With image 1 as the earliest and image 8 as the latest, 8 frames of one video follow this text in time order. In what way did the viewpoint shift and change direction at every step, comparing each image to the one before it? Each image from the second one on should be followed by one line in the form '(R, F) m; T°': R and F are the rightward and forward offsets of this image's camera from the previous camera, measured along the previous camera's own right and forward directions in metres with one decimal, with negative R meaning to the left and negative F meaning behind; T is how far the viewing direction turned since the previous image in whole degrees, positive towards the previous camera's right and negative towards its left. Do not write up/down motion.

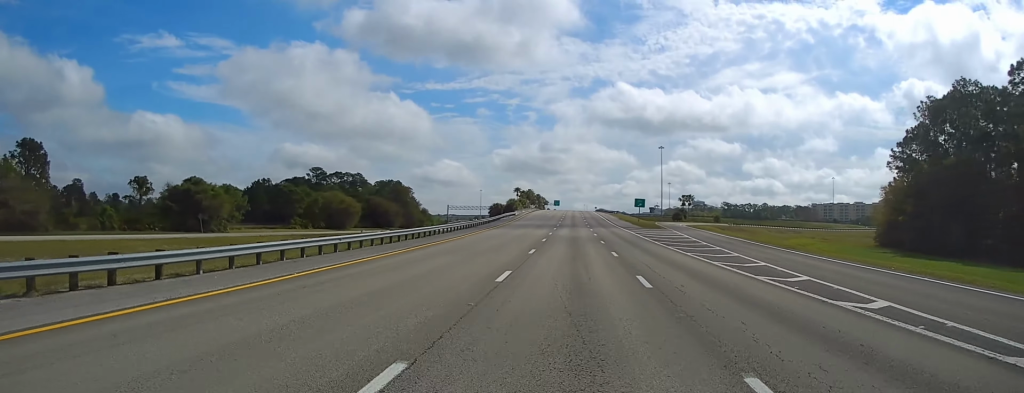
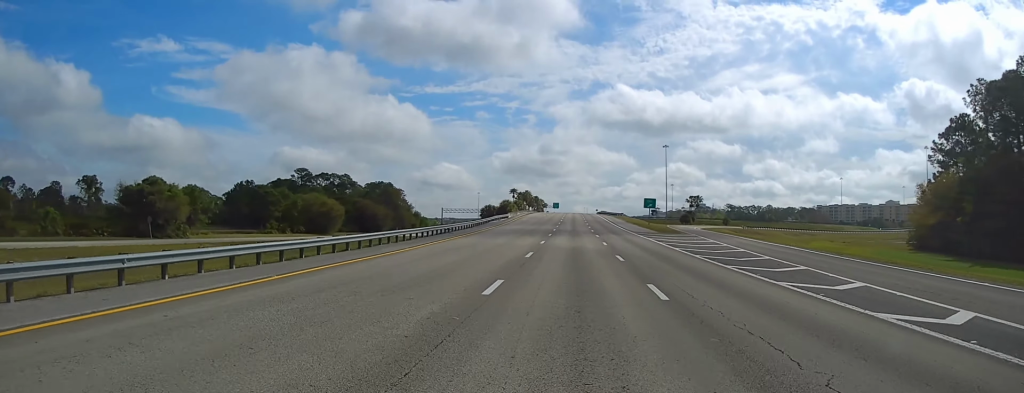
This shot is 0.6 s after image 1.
(-0.1, +14.7) m; 0°
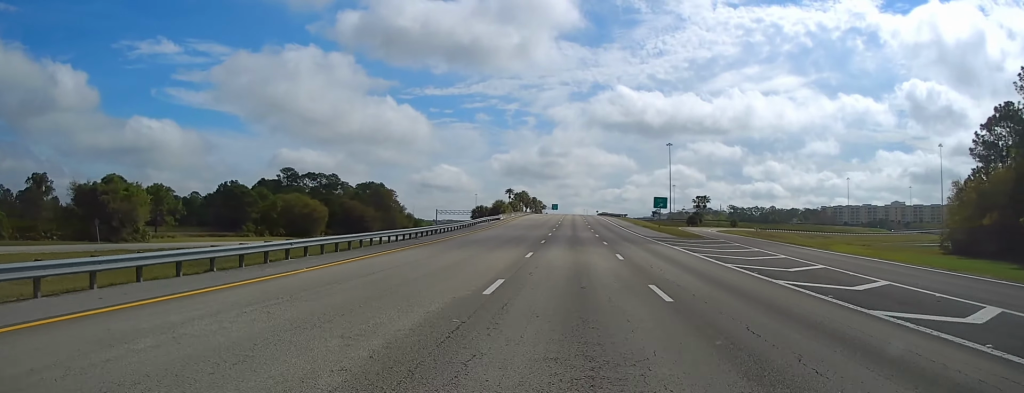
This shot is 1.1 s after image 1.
(+0.1, +12.2) m; 0°
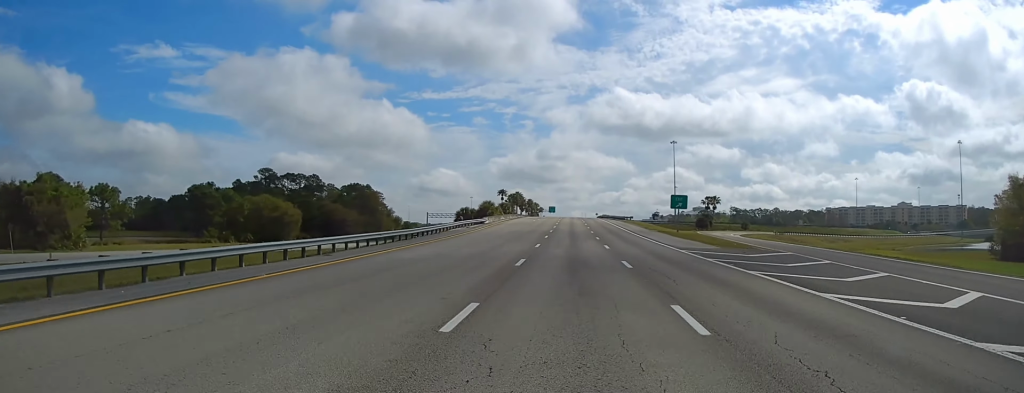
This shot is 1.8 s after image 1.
(+0.1, +16.3) m; 0°
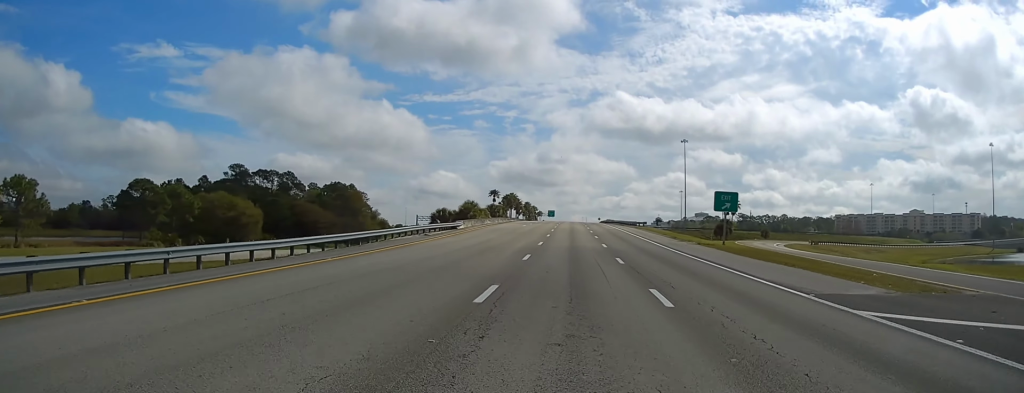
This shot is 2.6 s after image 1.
(0.0, +21.1) m; 0°
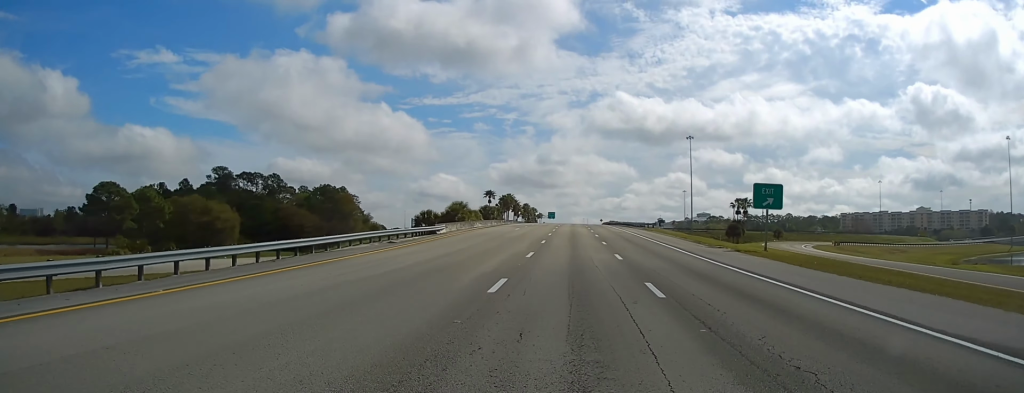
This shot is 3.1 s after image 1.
(0.0, +10.5) m; 0°
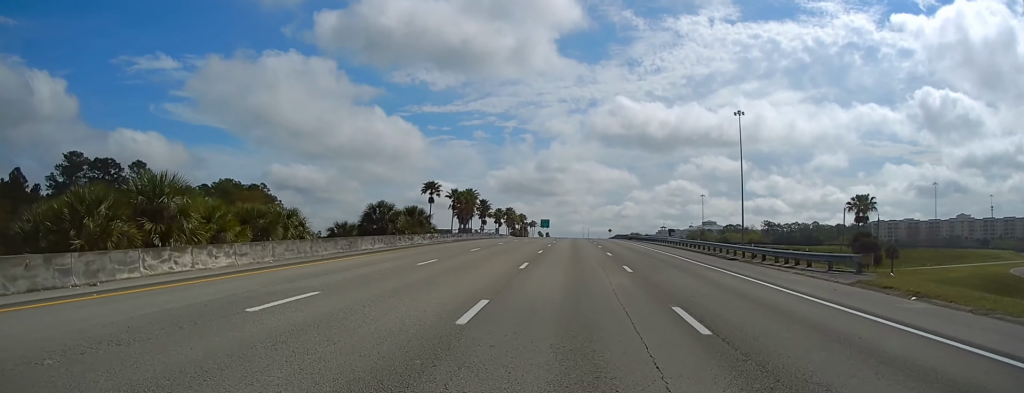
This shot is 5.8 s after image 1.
(0.0, +64.4) m; 0°
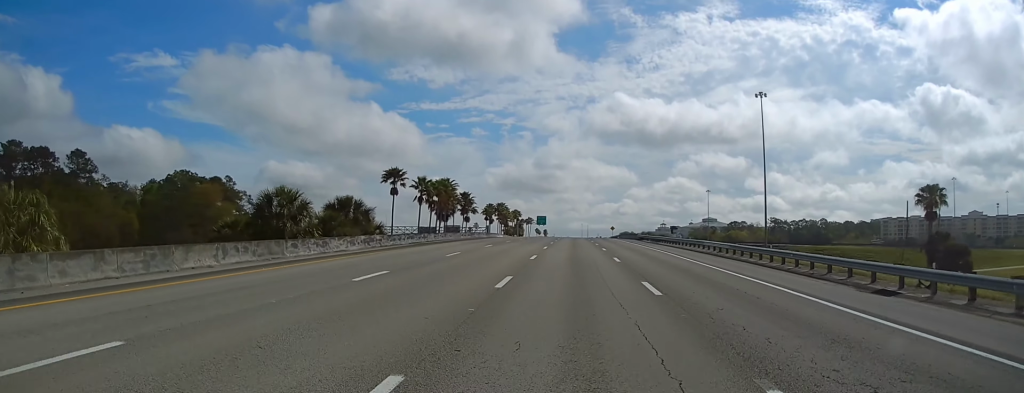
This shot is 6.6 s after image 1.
(0.0, +18.8) m; 0°
